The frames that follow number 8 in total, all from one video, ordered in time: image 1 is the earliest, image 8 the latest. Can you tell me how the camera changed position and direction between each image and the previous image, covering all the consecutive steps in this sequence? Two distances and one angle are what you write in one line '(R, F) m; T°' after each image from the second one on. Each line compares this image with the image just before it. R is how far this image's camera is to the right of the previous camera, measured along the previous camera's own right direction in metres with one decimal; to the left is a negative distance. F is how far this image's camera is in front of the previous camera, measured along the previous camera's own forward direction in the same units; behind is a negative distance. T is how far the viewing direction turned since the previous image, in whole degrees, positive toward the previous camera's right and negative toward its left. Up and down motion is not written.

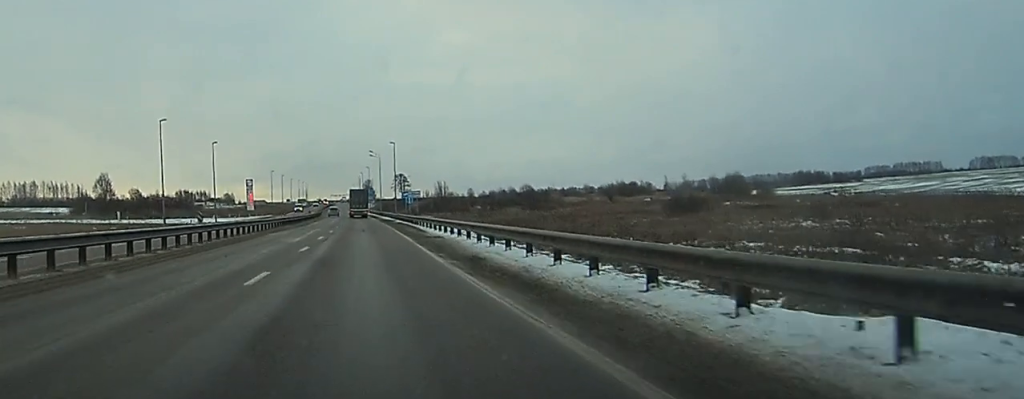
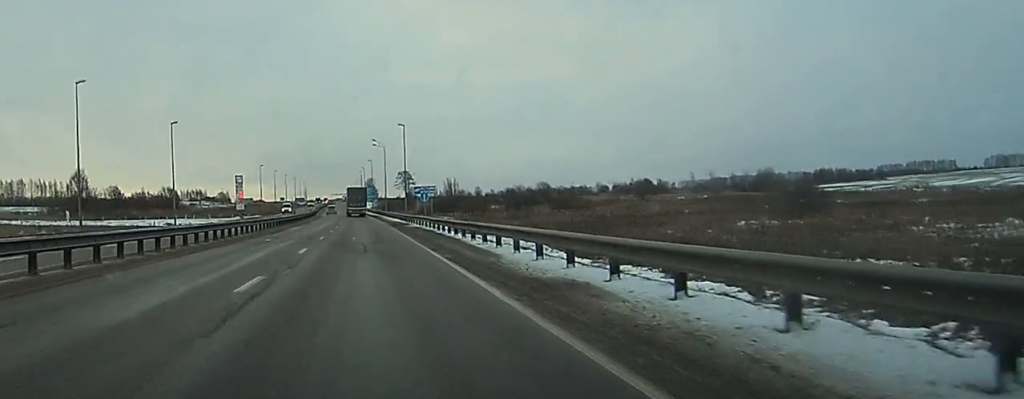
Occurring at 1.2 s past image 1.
(0.0, +25.3) m; 0°
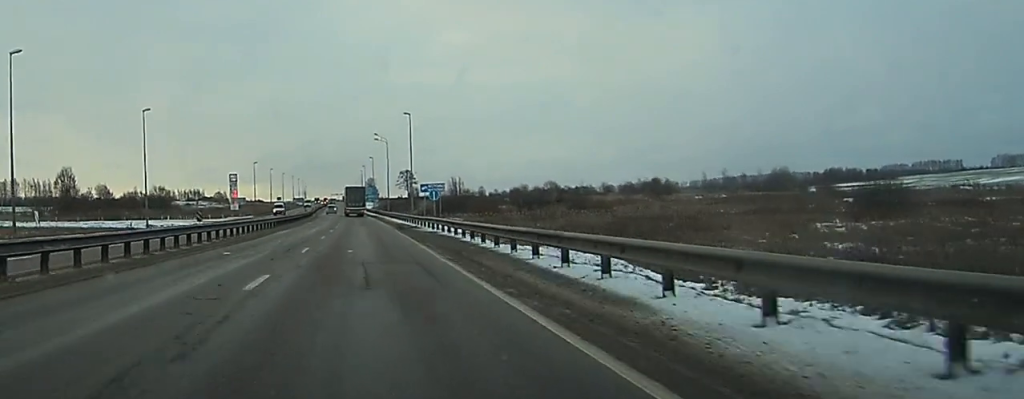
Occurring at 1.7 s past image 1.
(0.0, +11.5) m; 0°
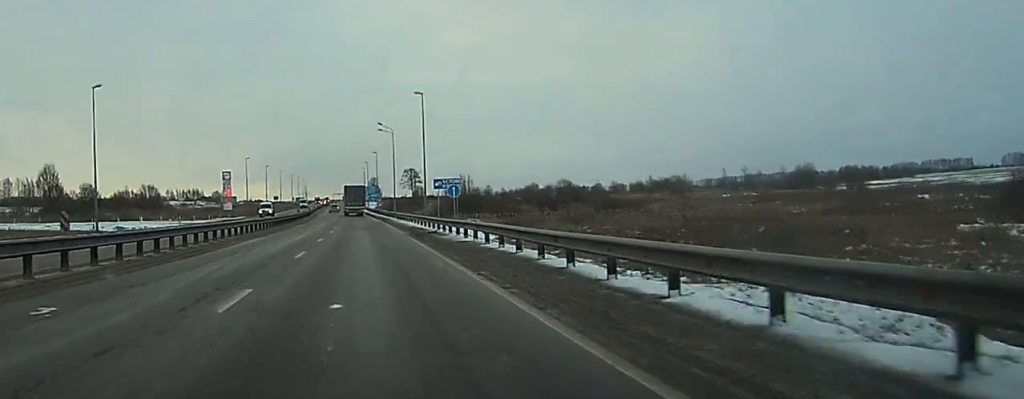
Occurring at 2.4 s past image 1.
(-0.1, +15.1) m; 0°
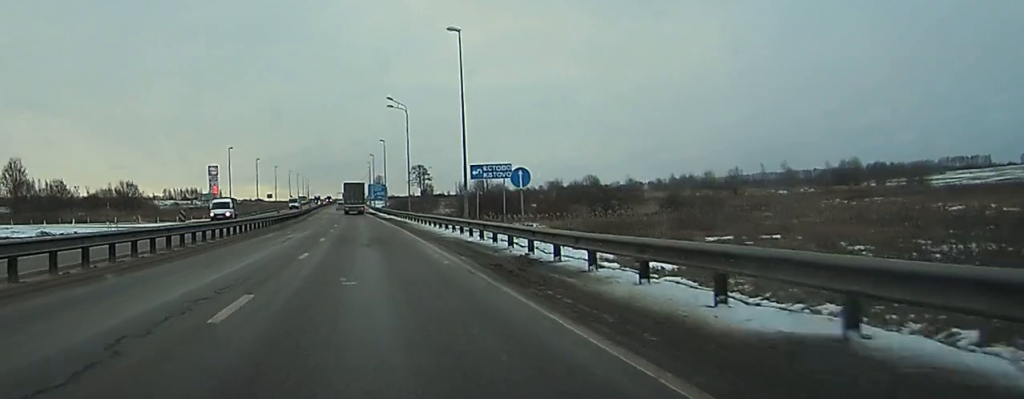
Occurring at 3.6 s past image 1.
(0.0, +25.2) m; 0°
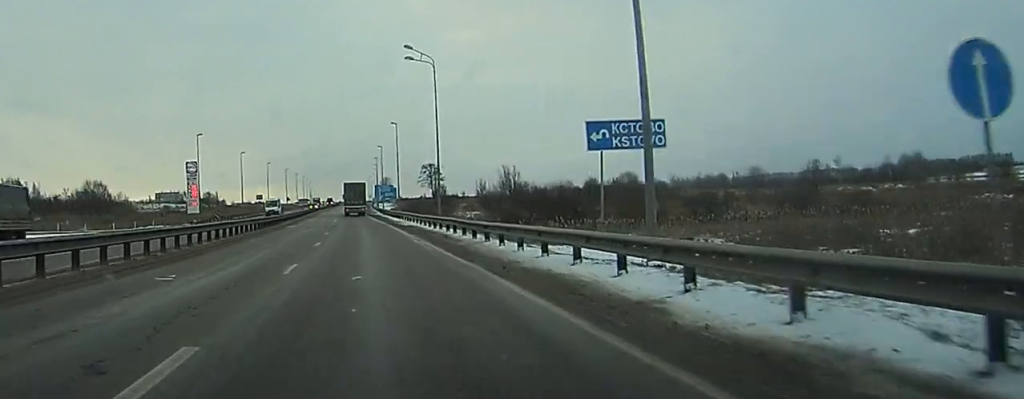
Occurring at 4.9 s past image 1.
(-0.3, +28.9) m; -1°
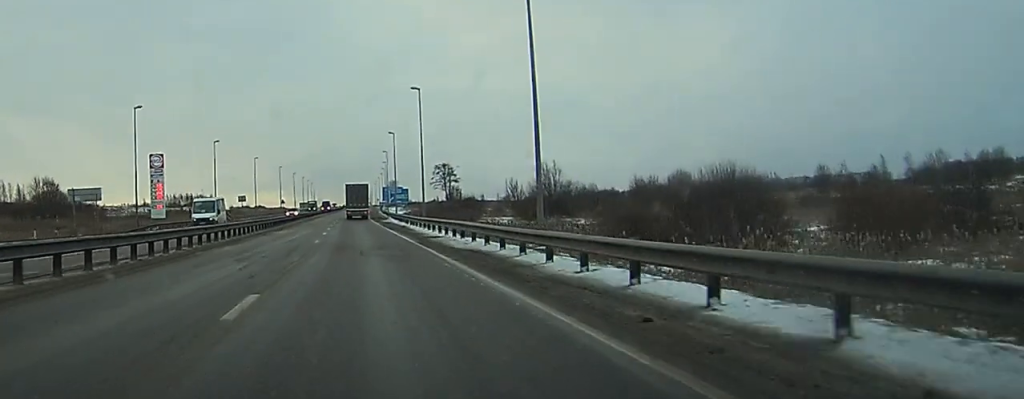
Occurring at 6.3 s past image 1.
(-0.2, +30.6) m; 0°
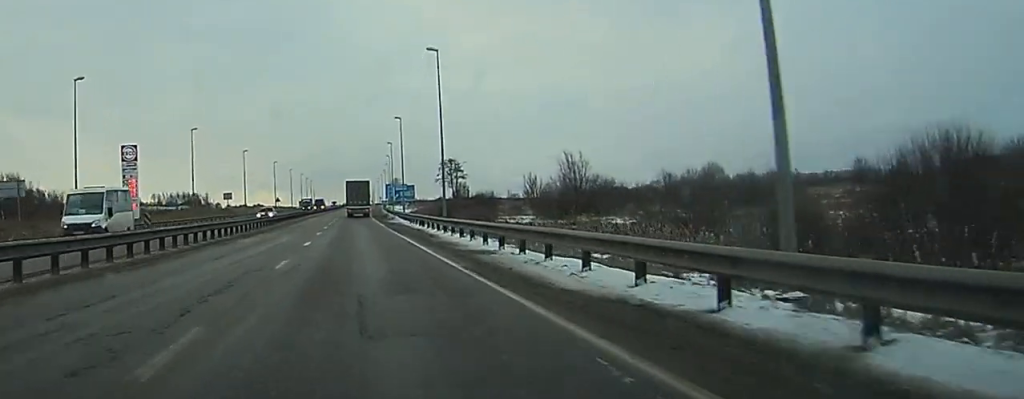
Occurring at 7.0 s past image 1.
(0.0, +15.5) m; 0°
